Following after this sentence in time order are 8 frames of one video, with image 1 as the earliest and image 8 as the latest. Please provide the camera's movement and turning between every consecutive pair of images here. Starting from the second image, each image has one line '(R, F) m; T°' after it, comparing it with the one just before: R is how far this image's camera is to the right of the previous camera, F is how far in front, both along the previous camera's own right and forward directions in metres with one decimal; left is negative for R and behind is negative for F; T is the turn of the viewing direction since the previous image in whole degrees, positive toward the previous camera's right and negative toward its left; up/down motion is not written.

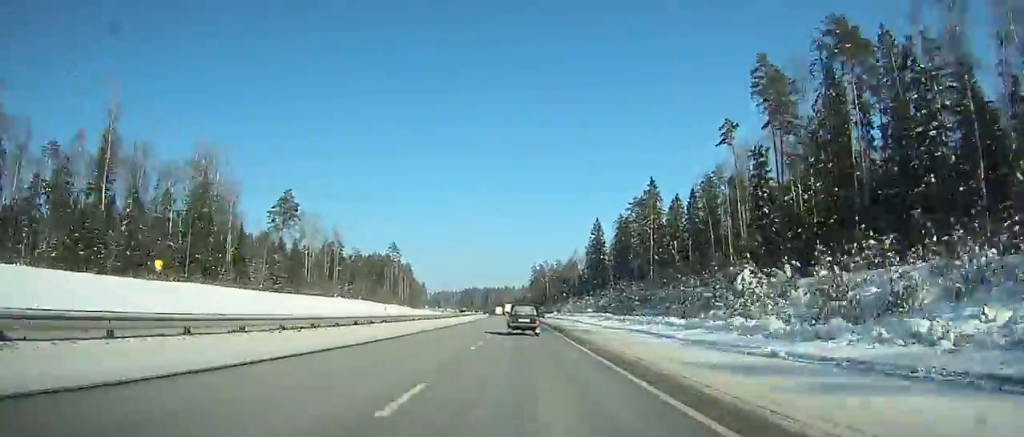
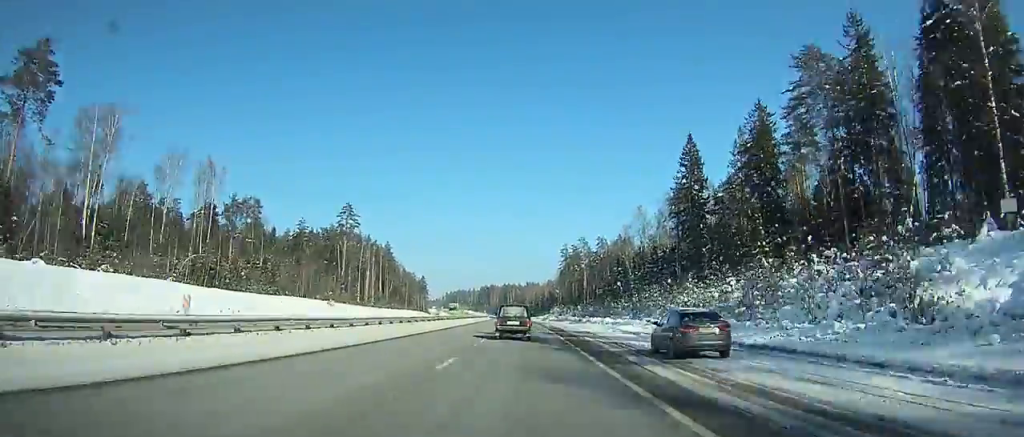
(-2.0, +101.1) m; -2°
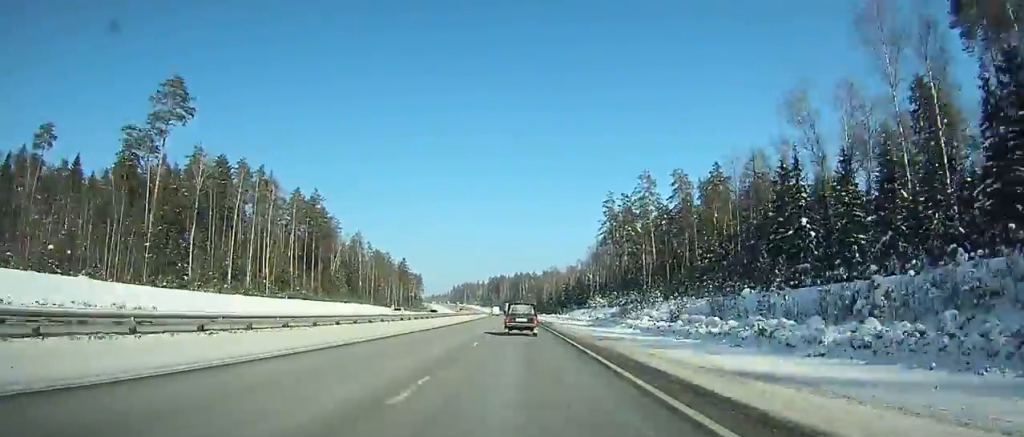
(-1.7, +101.4) m; -2°
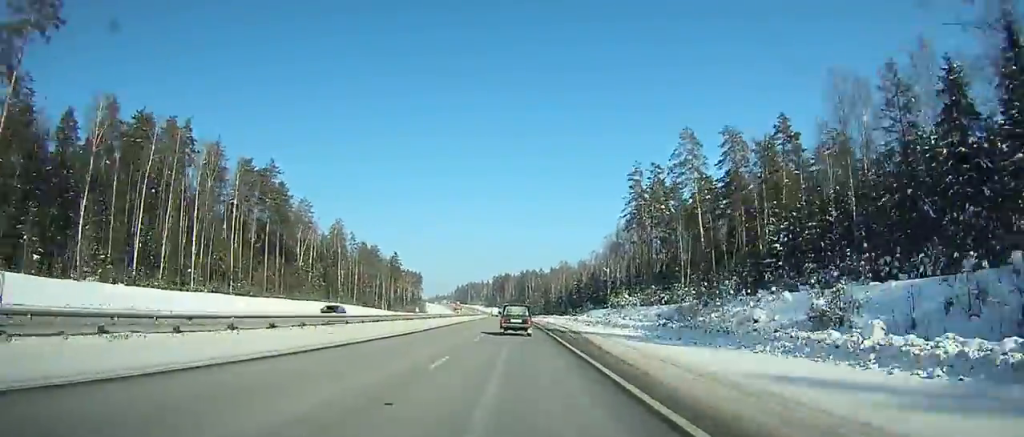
(+0.1, +30.8) m; -1°
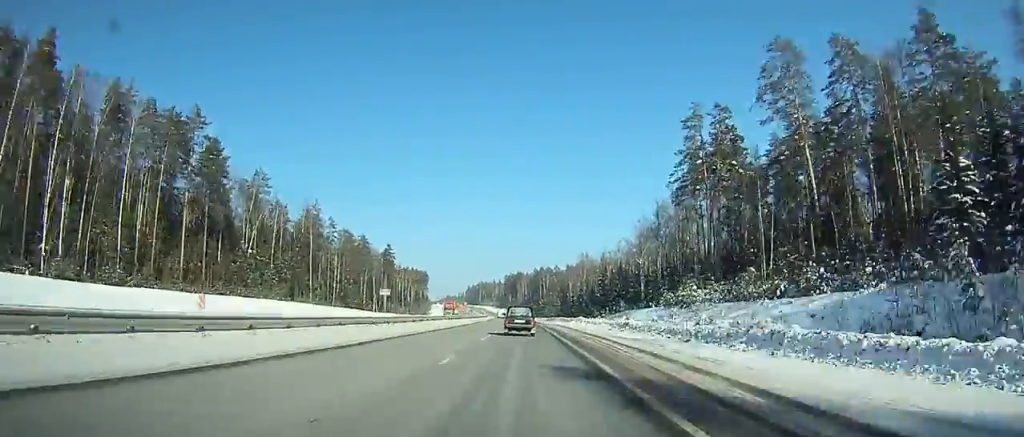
(-0.4, +35.4) m; -1°
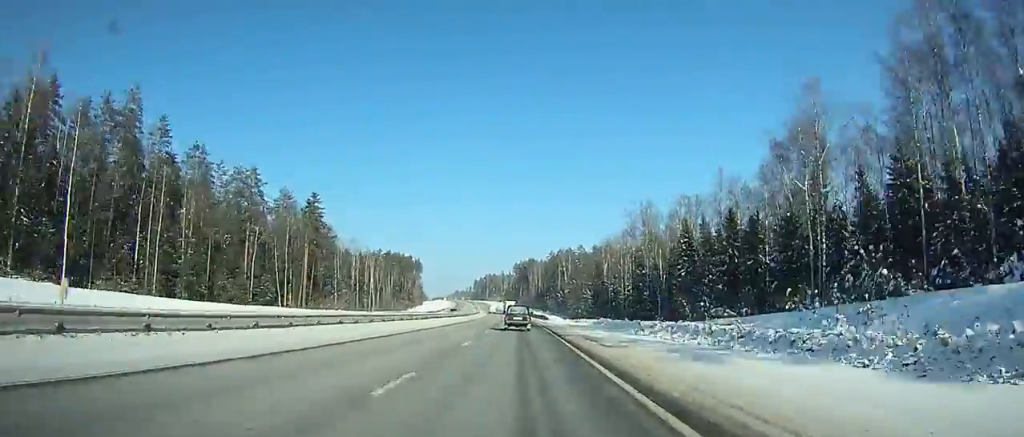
(-1.3, +89.5) m; -2°
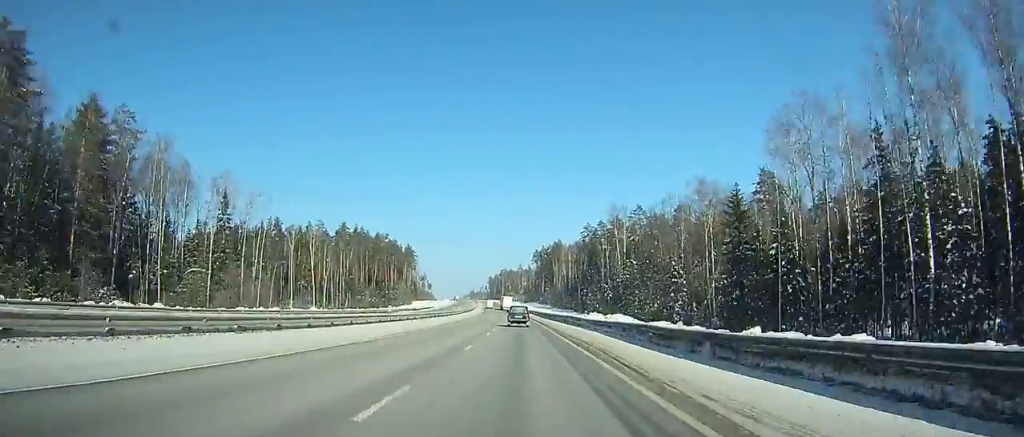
(-2.0, +97.4) m; -2°
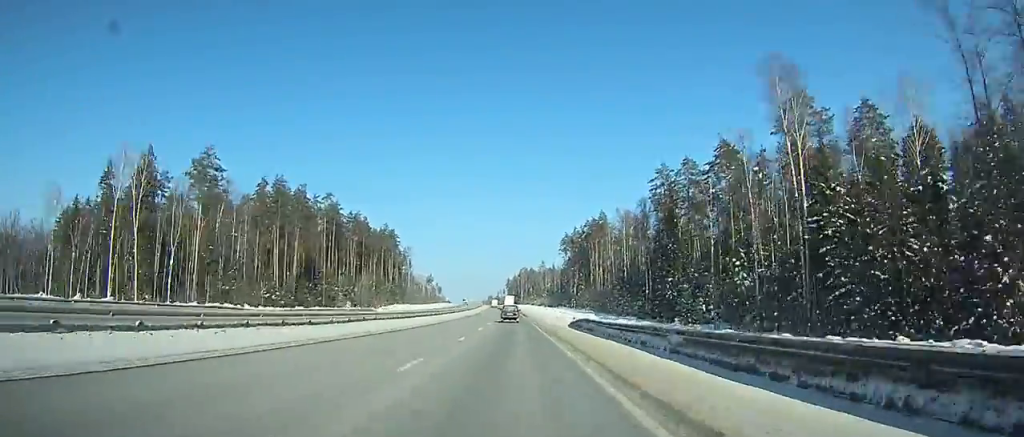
(-2.0, +91.4) m; -2°
